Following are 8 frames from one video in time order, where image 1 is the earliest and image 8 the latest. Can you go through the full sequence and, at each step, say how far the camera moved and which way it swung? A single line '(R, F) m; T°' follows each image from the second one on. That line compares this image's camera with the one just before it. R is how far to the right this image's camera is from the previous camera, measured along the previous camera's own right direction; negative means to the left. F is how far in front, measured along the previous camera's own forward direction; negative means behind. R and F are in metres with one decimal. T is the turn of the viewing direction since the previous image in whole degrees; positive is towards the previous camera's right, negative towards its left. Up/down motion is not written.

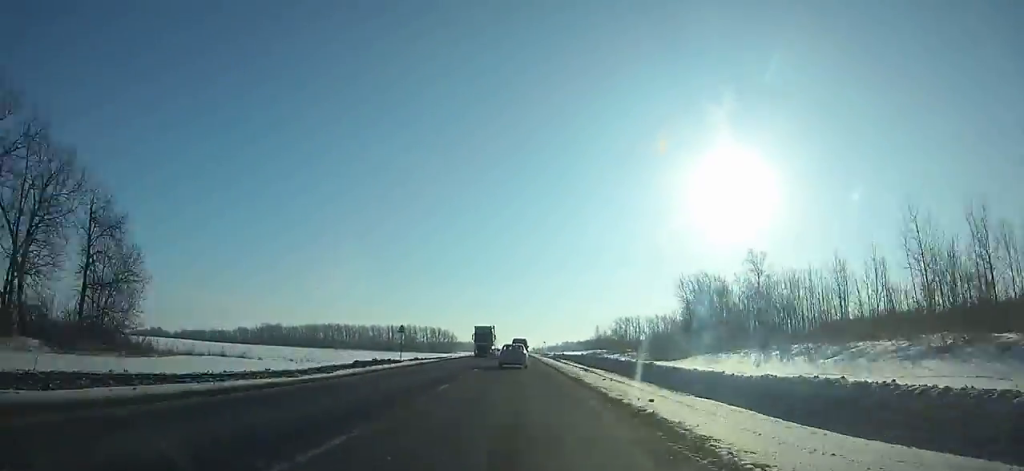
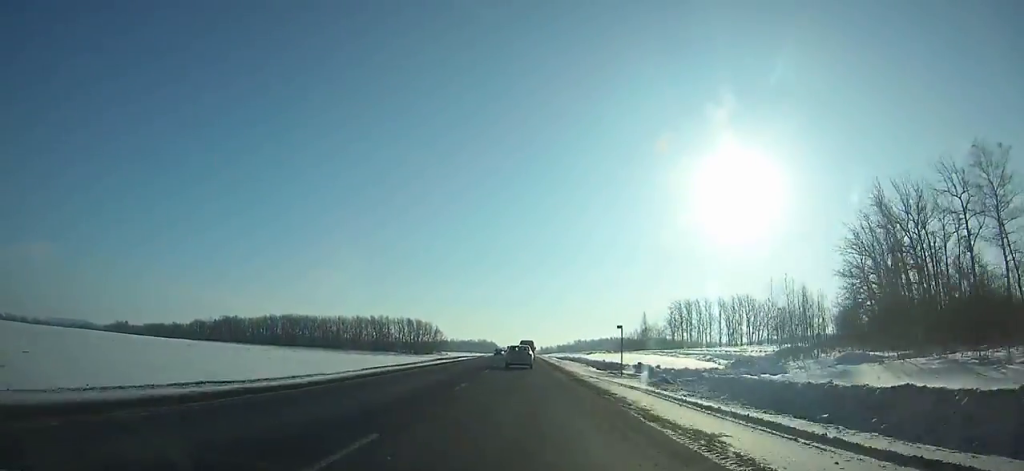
(-0.2, +83.8) m; 0°
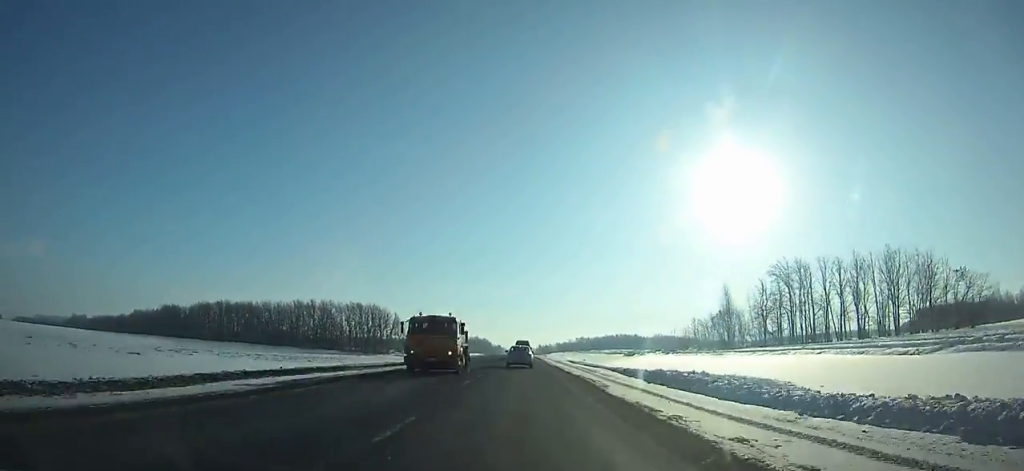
(+0.2, +70.6) m; 0°
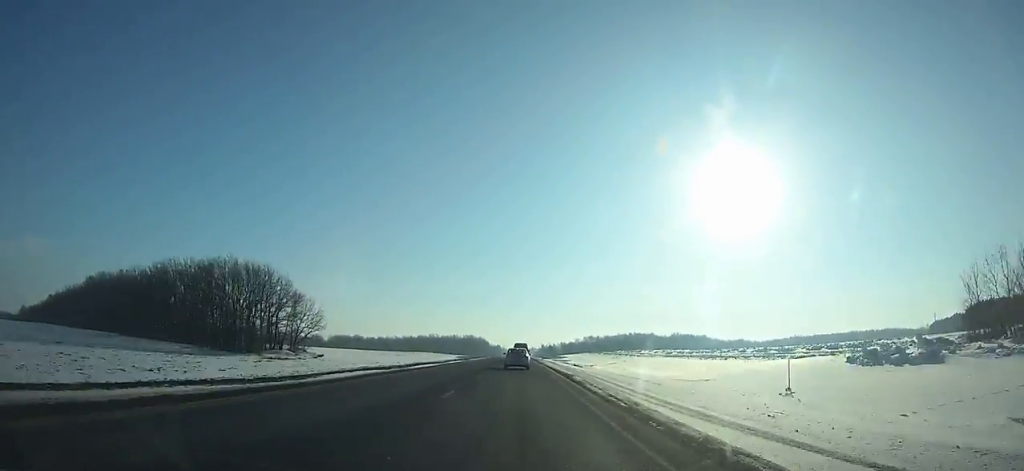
(-0.1, +77.1) m; 0°
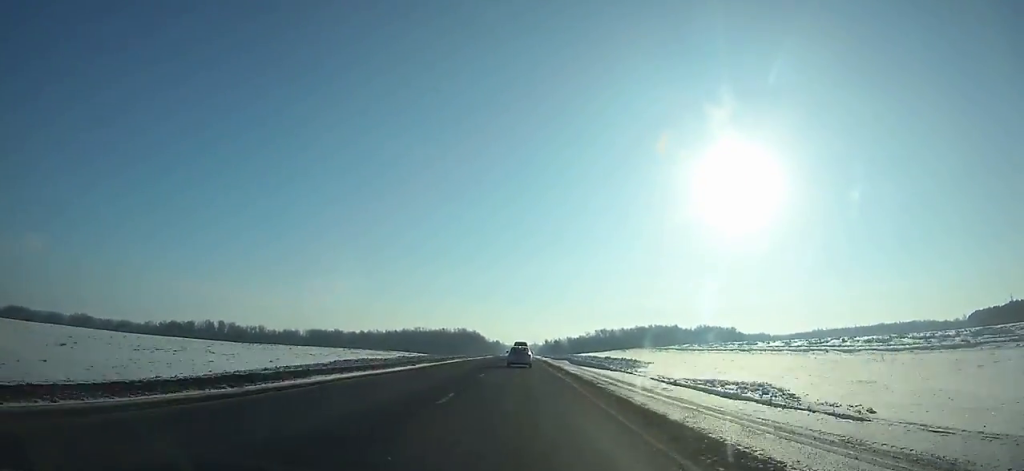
(0.0, +85.9) m; 0°
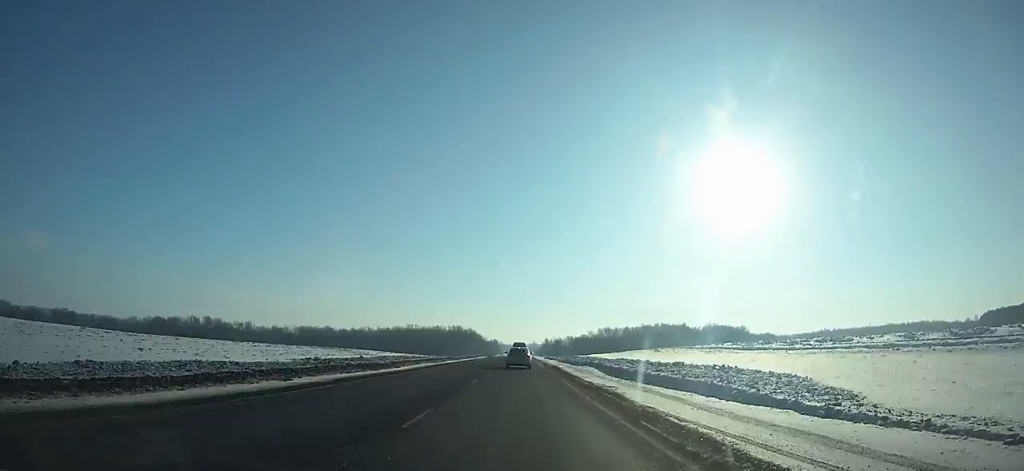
(0.0, +27.5) m; 0°
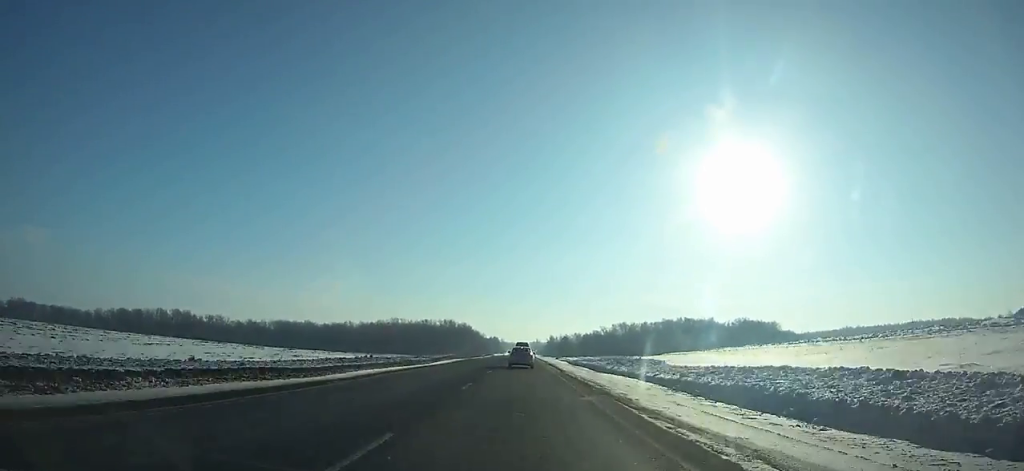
(-0.1, +63.6) m; 0°
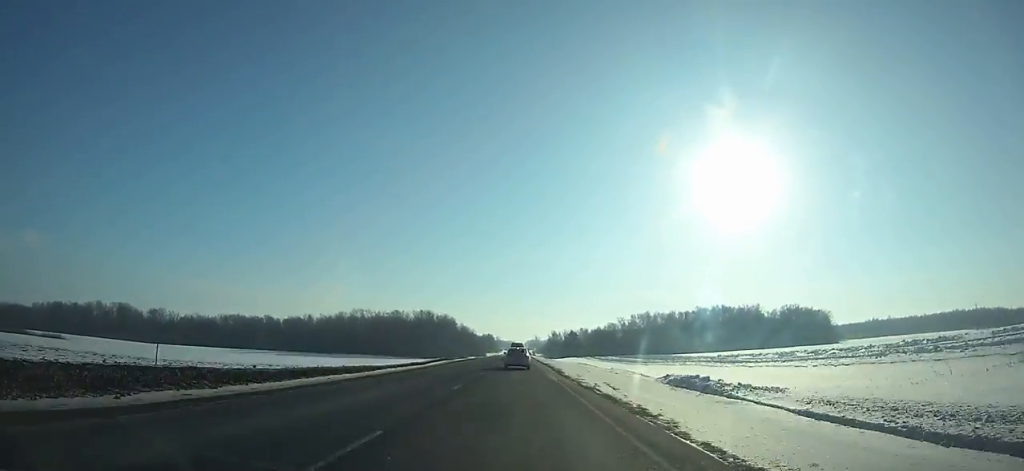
(+0.1, +83.4) m; 0°
